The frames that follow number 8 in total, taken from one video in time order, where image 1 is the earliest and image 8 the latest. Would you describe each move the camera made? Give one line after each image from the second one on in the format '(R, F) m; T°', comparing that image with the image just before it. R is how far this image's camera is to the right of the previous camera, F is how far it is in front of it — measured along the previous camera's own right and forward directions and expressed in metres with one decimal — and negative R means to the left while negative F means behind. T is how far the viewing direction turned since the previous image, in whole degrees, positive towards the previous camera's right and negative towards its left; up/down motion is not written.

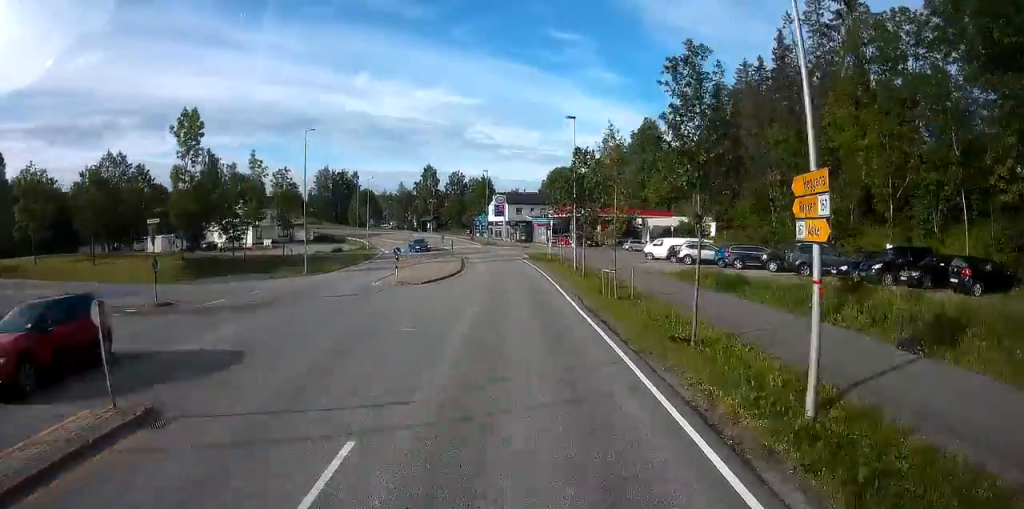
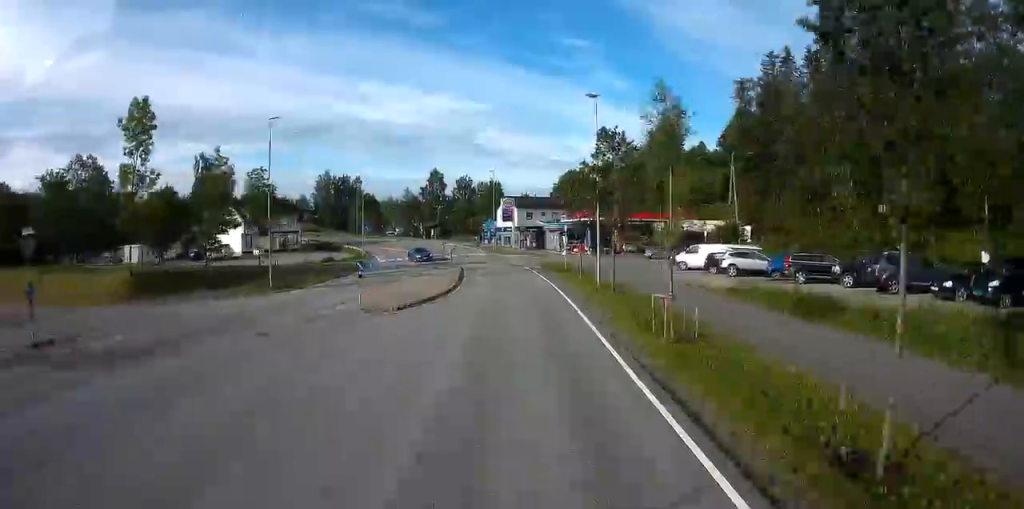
(0.0, +7.4) m; -1°
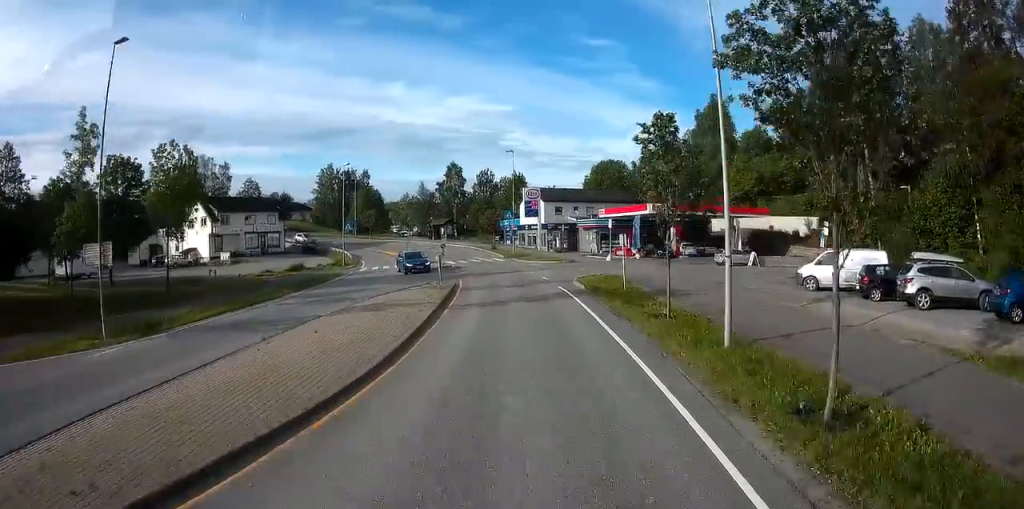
(-0.4, +16.7) m; -2°
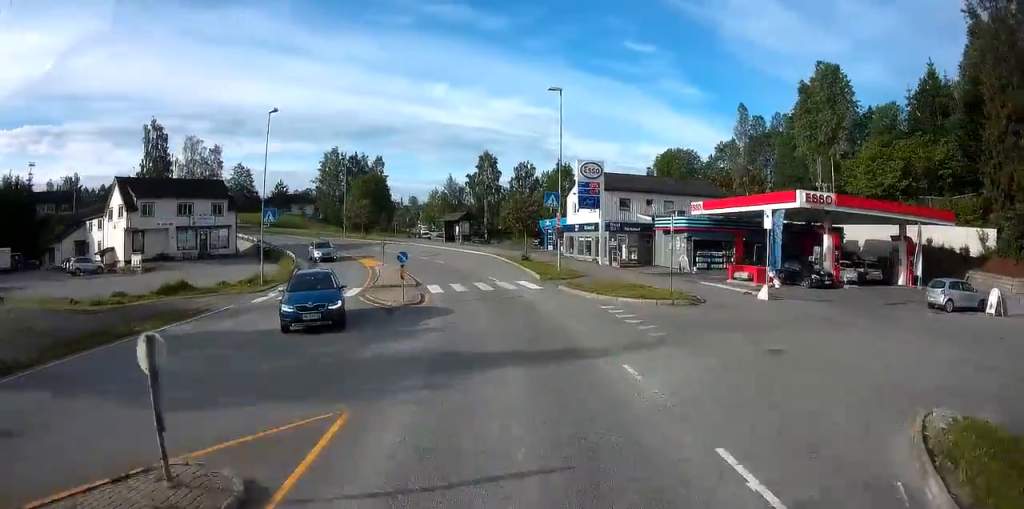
(-0.9, +24.7) m; -5°
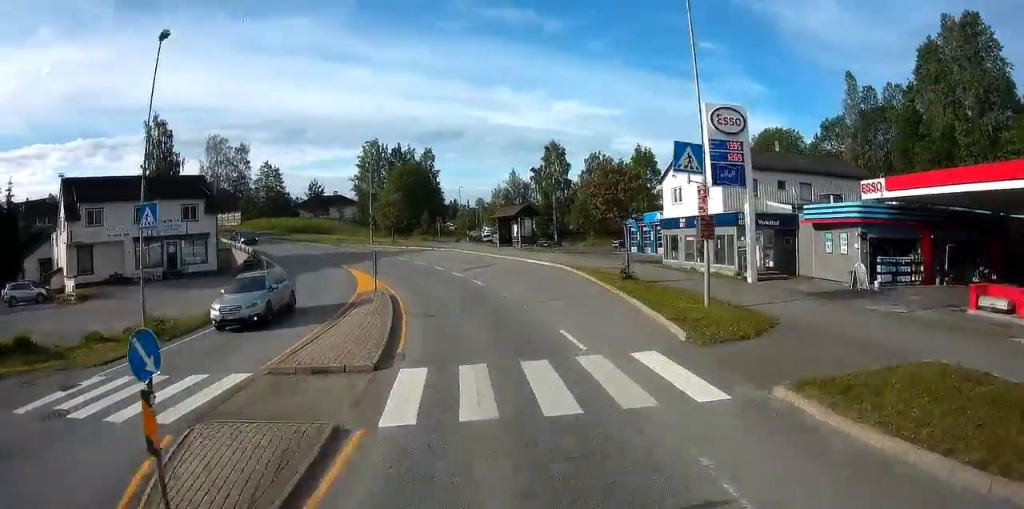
(-0.6, +16.2) m; -6°
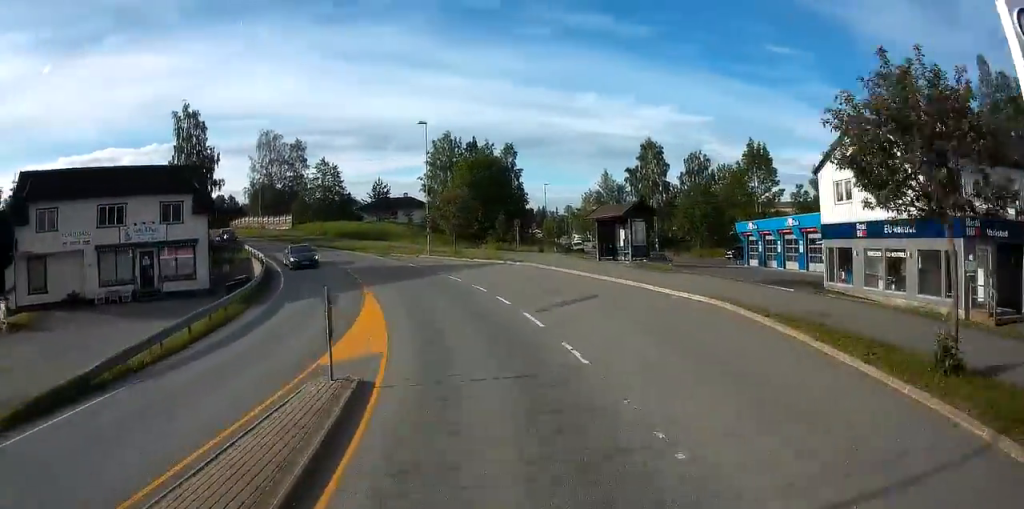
(-0.8, +12.9) m; -8°
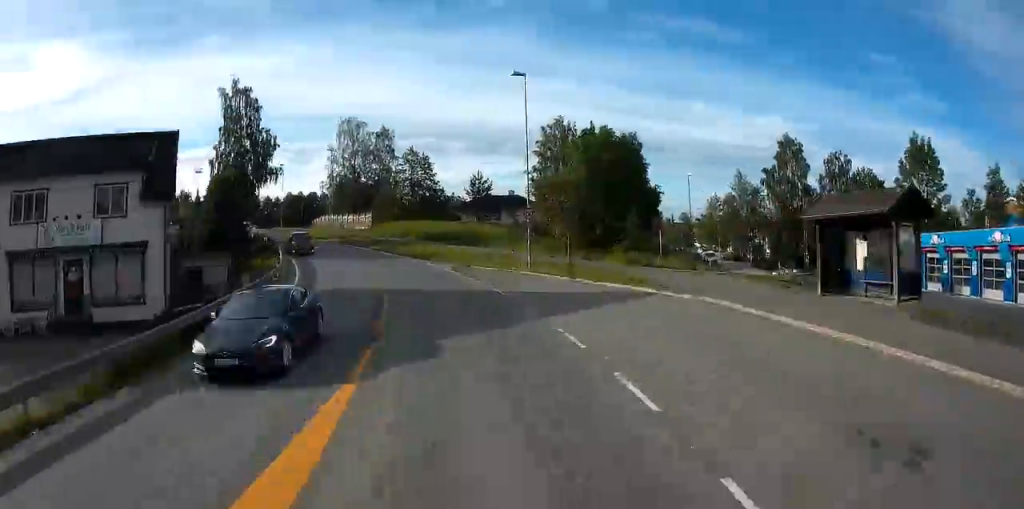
(-1.4, +14.2) m; -10°
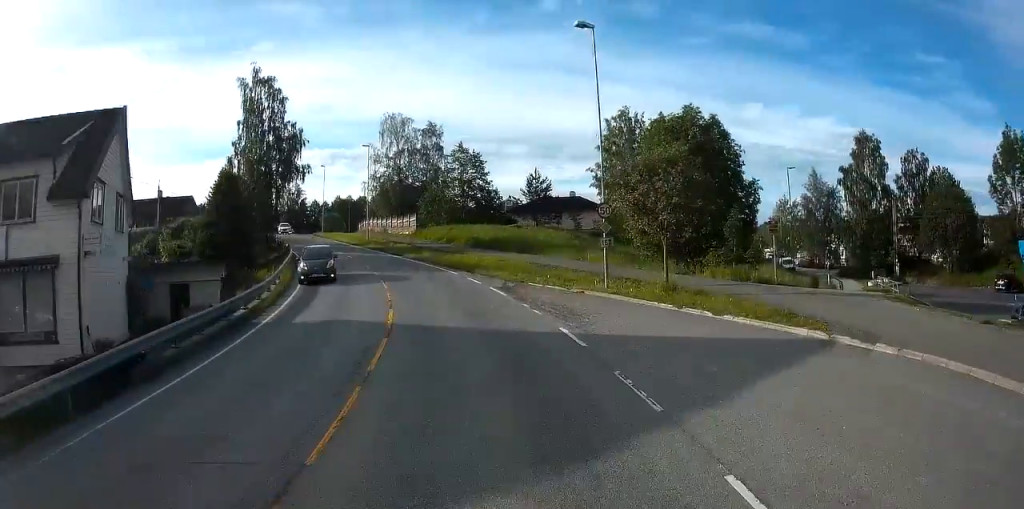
(-0.3, +7.8) m; -5°
